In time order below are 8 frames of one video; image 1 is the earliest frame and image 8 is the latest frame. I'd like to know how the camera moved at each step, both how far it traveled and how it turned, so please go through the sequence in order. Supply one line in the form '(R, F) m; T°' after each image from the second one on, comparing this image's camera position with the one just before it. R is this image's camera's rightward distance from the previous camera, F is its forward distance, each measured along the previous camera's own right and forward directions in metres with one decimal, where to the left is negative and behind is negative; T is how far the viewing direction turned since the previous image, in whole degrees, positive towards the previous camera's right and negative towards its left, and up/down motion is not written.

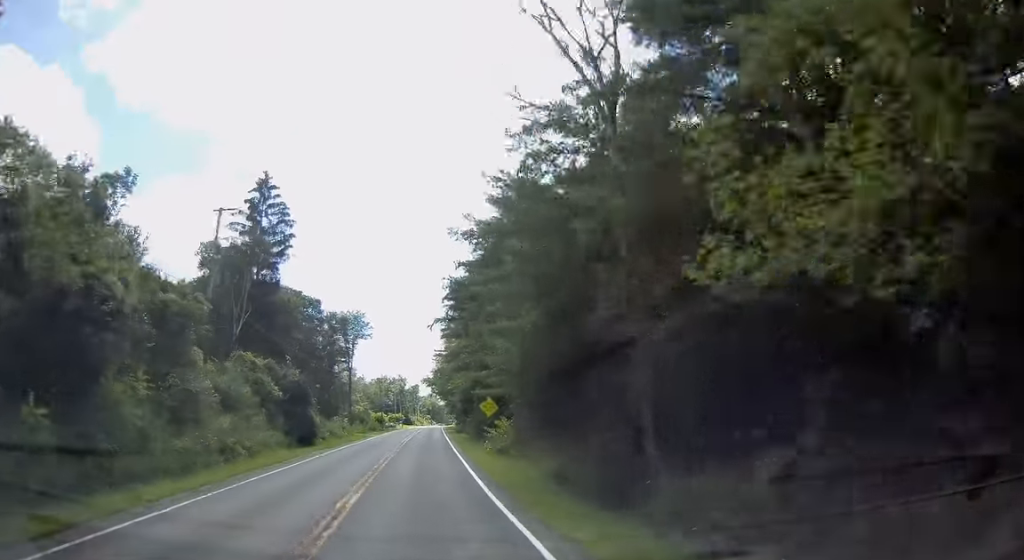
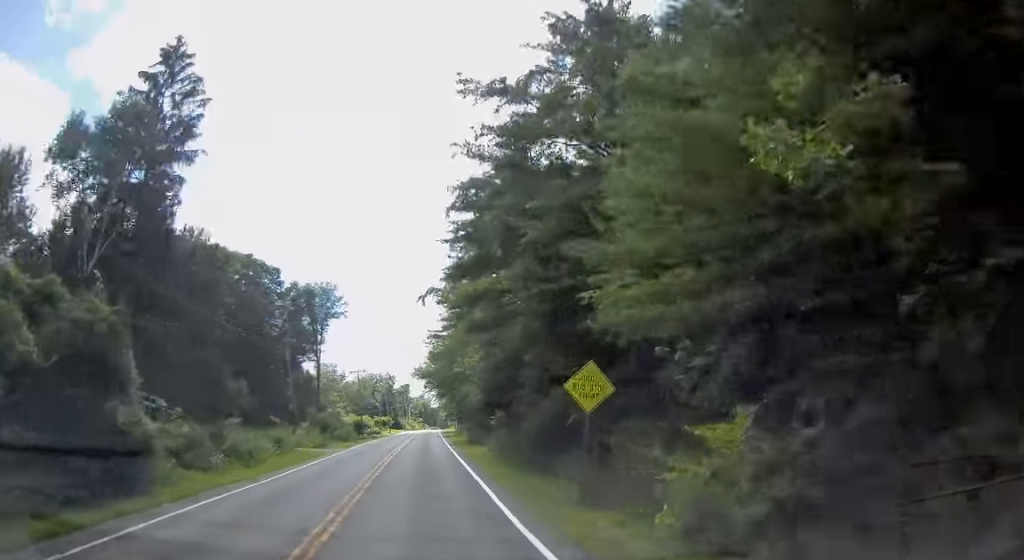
(+0.1, +26.0) m; 0°
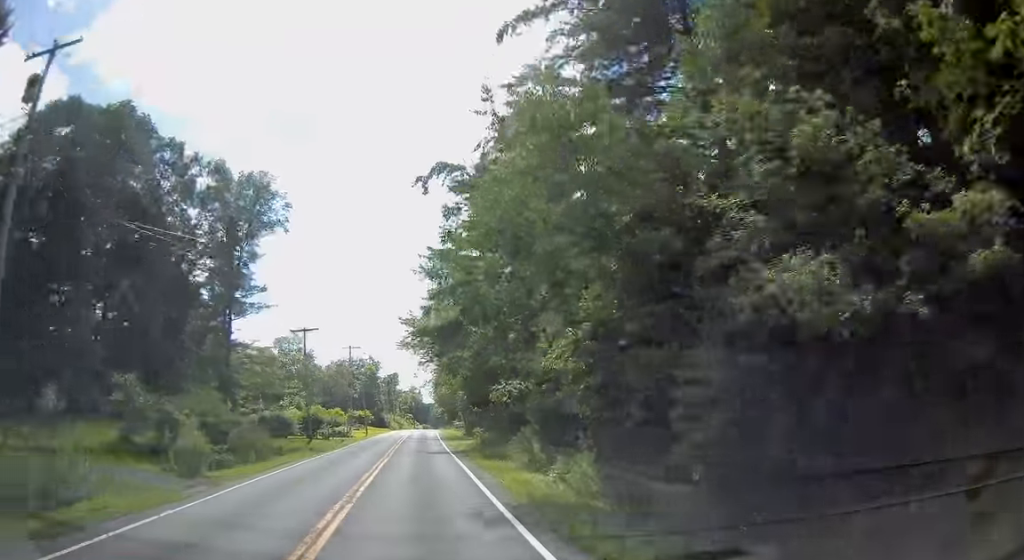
(-0.4, +37.4) m; 0°
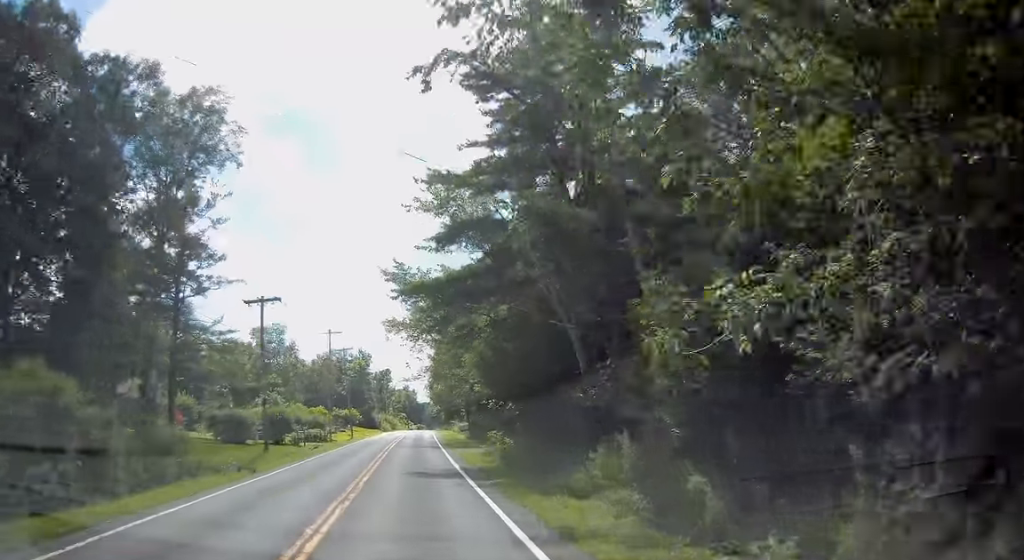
(+0.3, +13.0) m; +1°
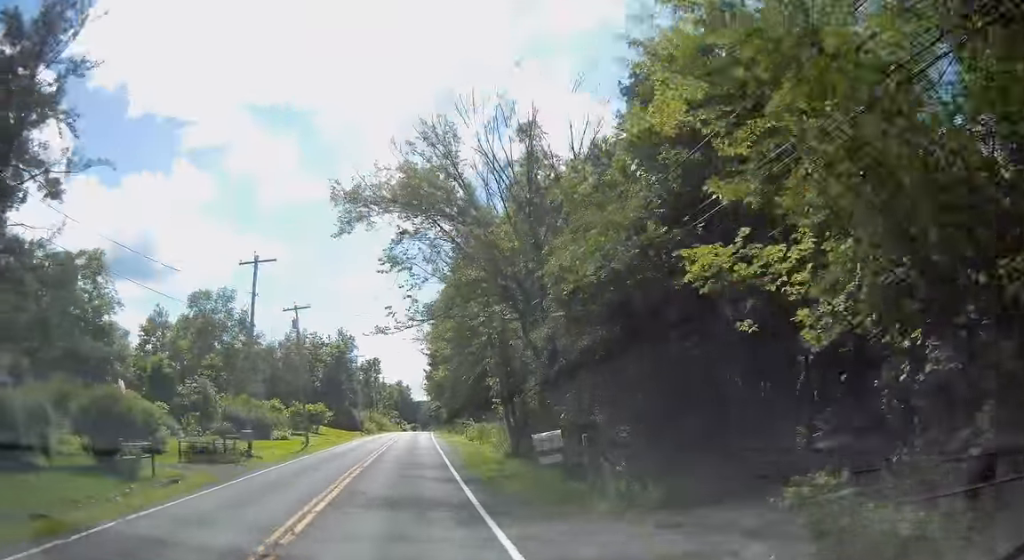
(+0.4, +28.5) m; +1°
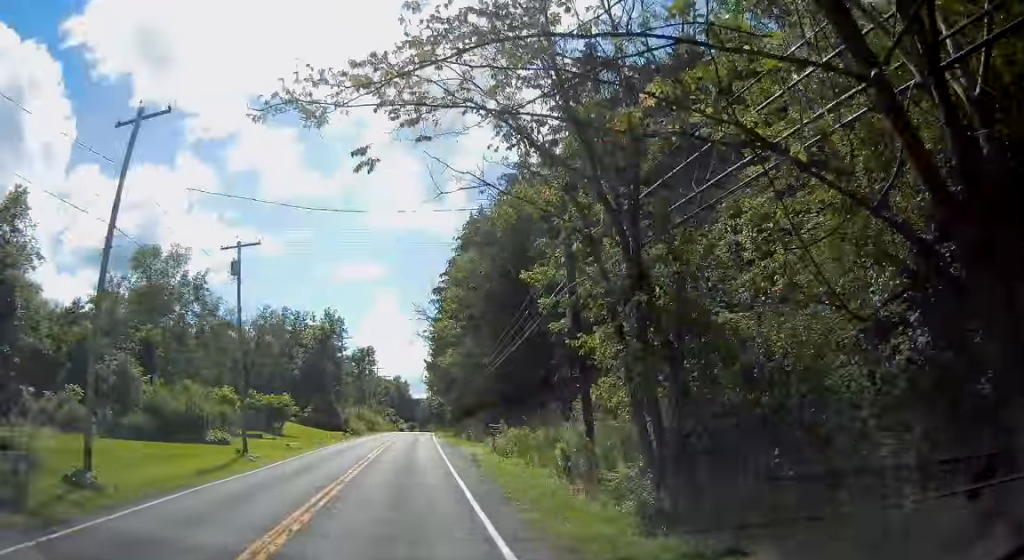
(-0.1, +18.0) m; 0°
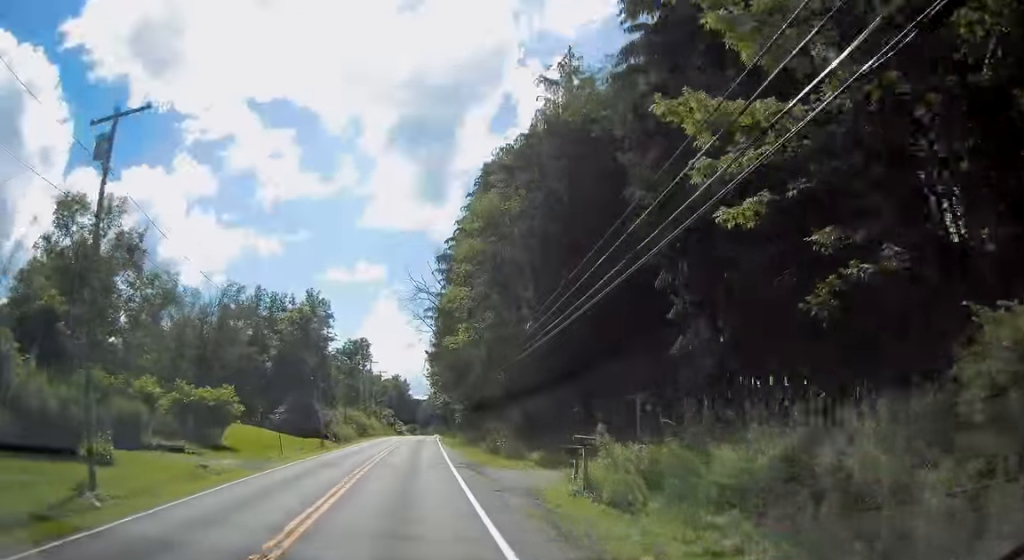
(0.0, +16.4) m; 0°
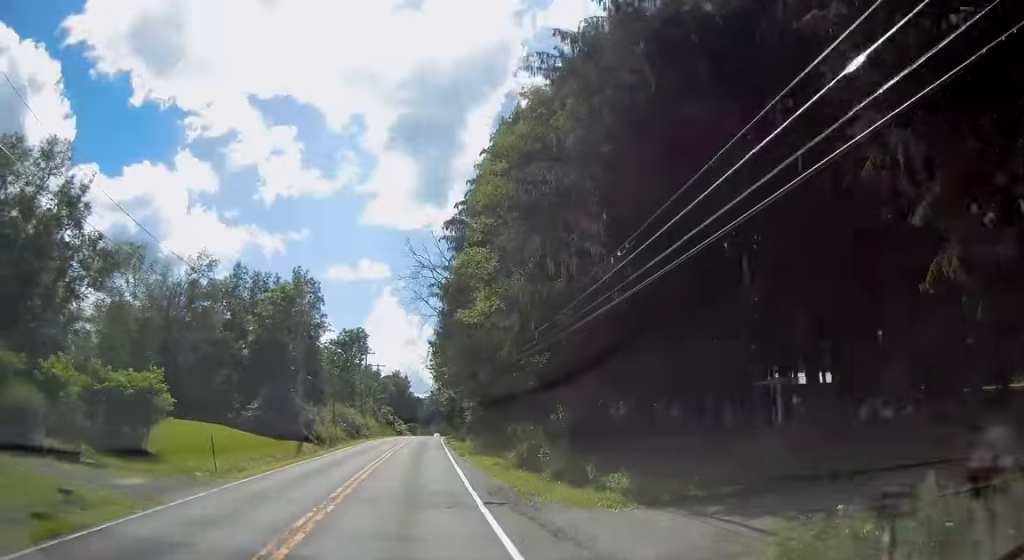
(+0.1, +10.5) m; 0°
